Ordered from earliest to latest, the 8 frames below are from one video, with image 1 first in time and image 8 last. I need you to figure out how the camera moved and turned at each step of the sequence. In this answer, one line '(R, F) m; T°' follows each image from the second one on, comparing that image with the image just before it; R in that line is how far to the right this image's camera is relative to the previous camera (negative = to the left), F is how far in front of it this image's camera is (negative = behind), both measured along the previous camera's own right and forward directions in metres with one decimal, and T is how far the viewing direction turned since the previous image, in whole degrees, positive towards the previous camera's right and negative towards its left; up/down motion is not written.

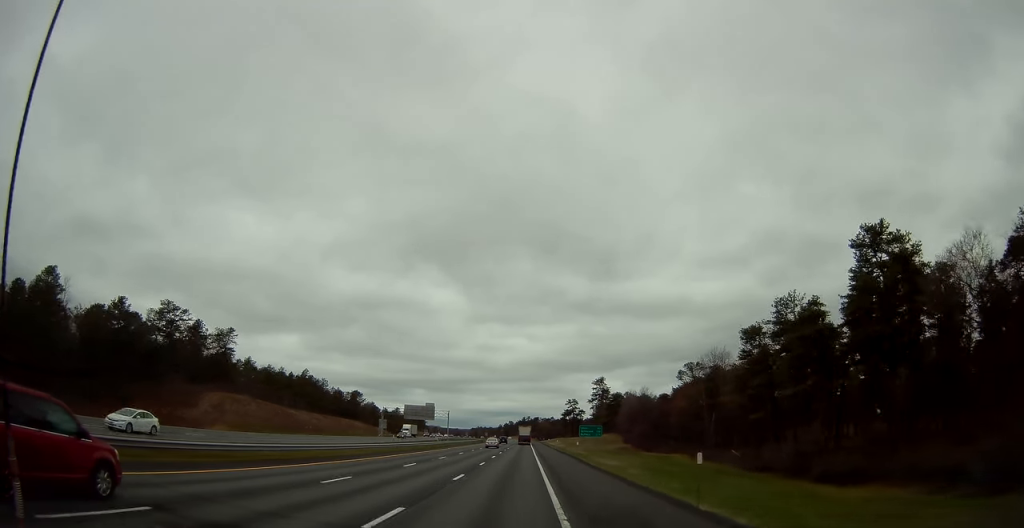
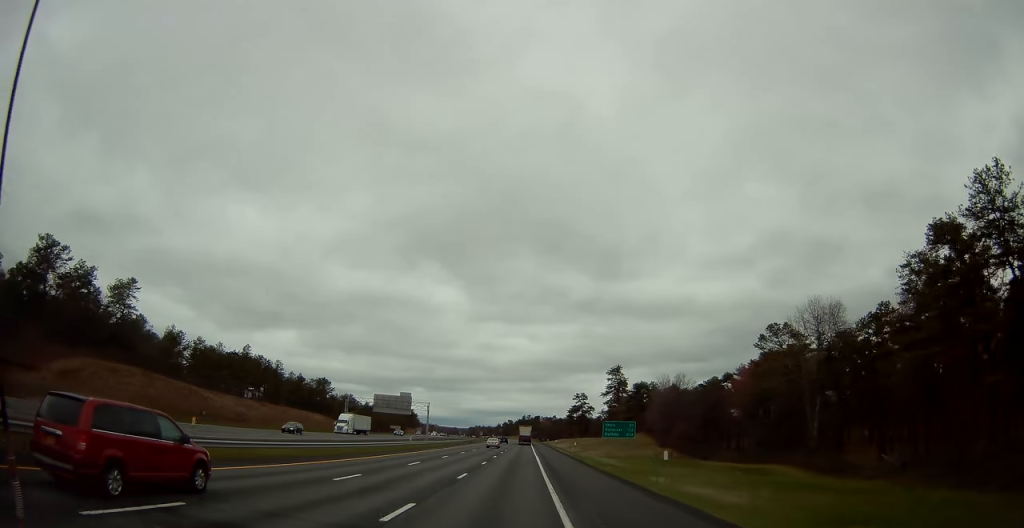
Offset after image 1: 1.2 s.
(+0.1, +36.3) m; 0°
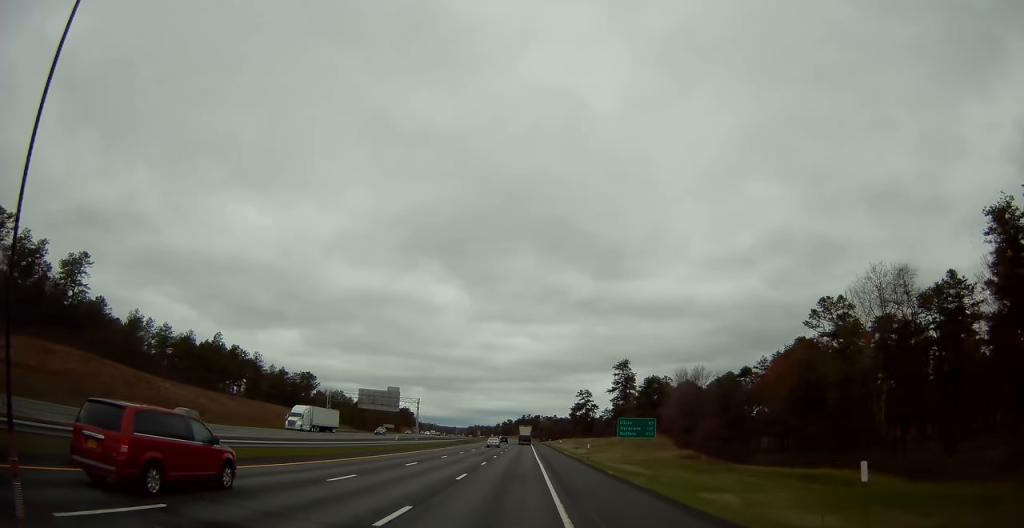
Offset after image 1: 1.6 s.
(-0.2, +13.0) m; 0°
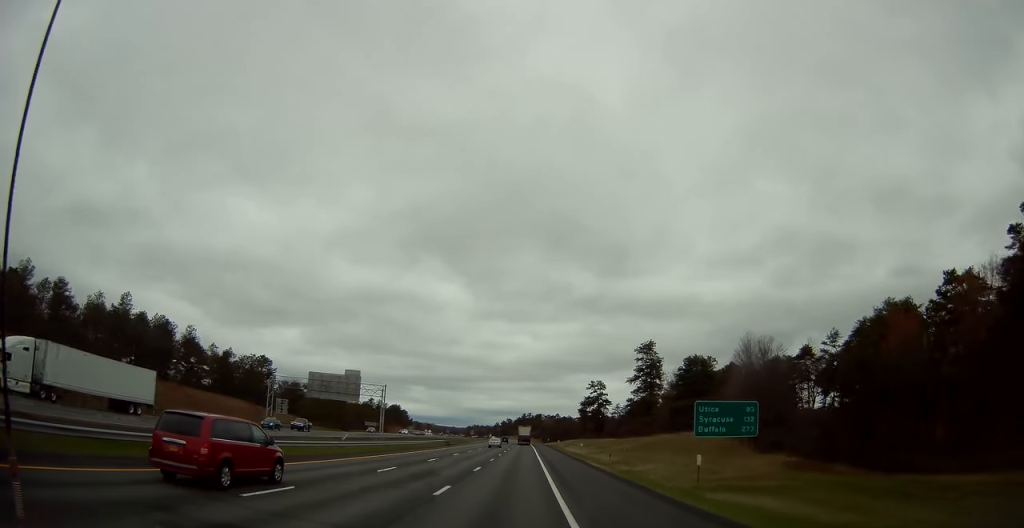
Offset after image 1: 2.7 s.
(+0.2, +30.9) m; 0°
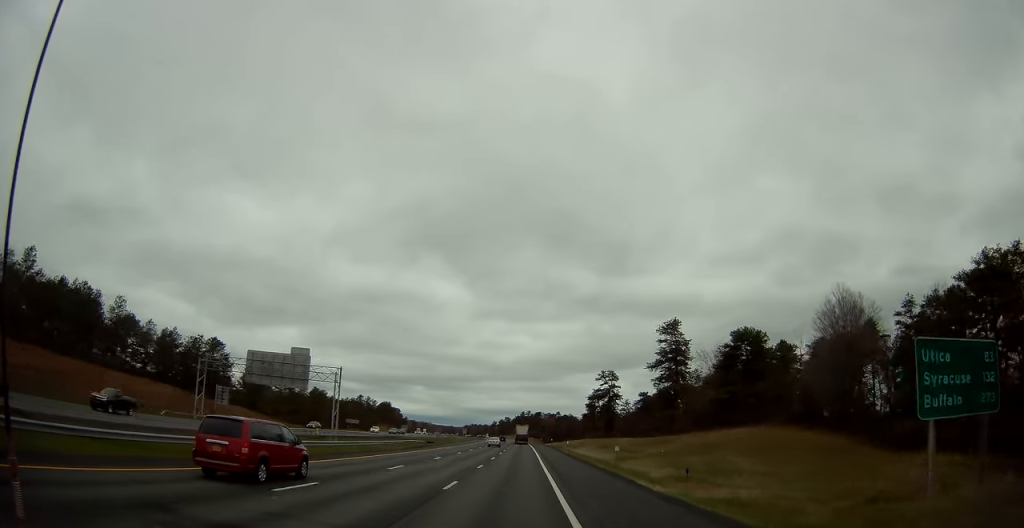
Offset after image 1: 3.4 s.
(0.0, +22.9) m; 0°
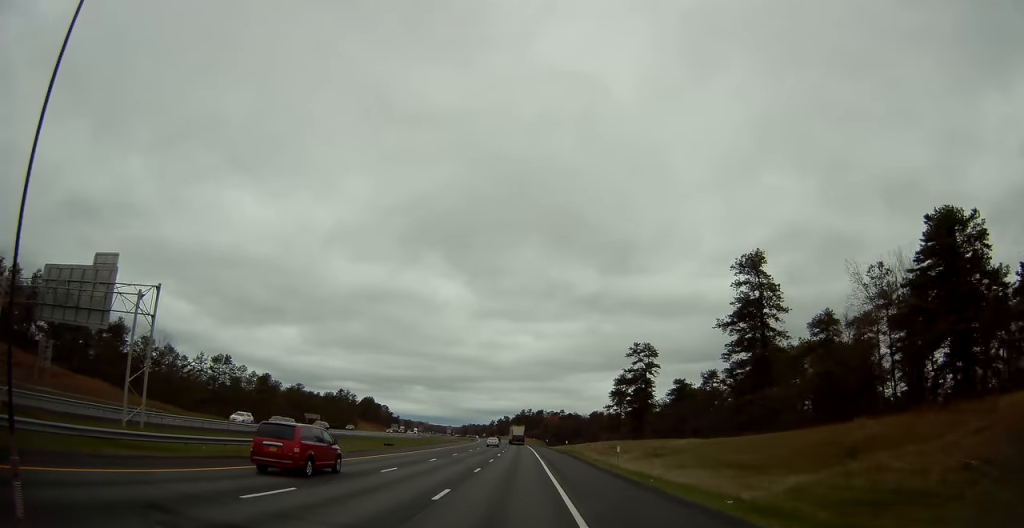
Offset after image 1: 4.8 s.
(+0.1, +39.9) m; 0°
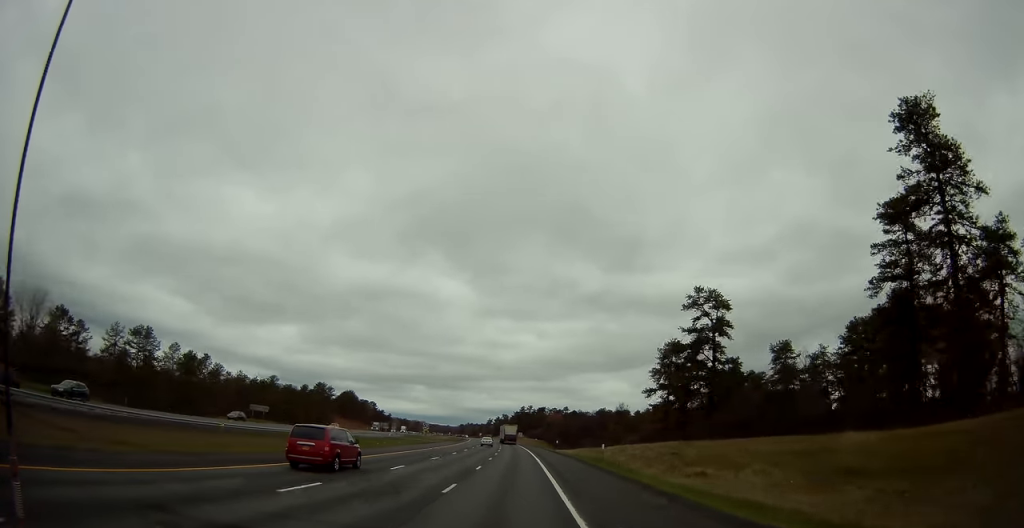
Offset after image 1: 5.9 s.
(-0.5, +34.9) m; 0°
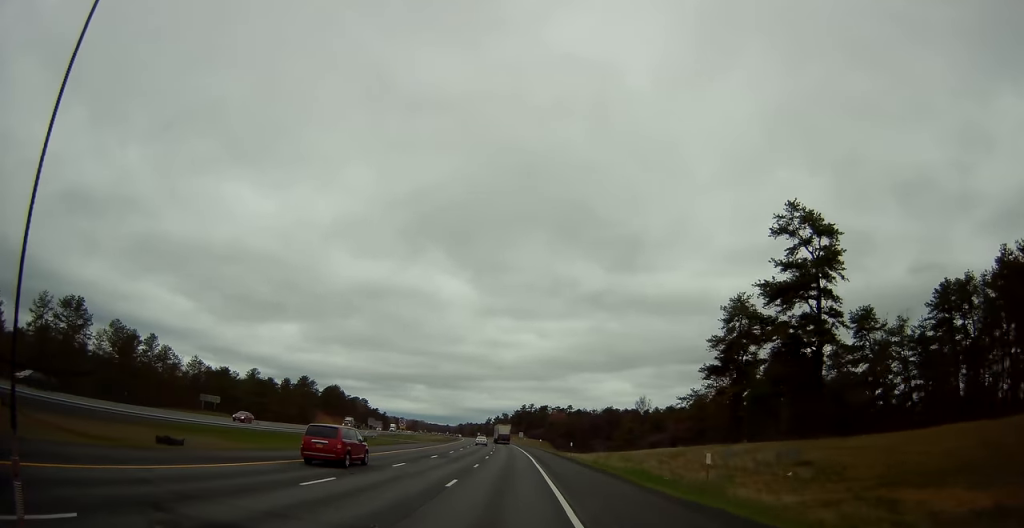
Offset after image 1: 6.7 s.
(+0.4, +22.9) m; 0°
